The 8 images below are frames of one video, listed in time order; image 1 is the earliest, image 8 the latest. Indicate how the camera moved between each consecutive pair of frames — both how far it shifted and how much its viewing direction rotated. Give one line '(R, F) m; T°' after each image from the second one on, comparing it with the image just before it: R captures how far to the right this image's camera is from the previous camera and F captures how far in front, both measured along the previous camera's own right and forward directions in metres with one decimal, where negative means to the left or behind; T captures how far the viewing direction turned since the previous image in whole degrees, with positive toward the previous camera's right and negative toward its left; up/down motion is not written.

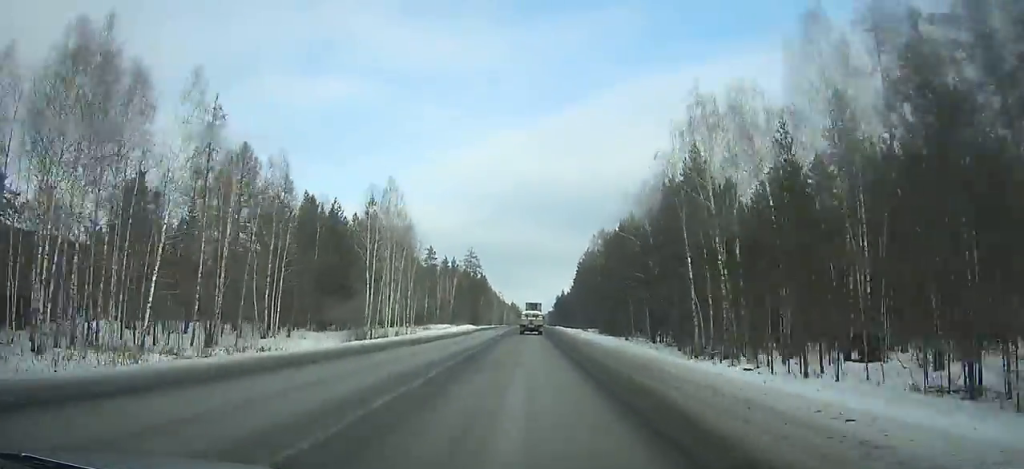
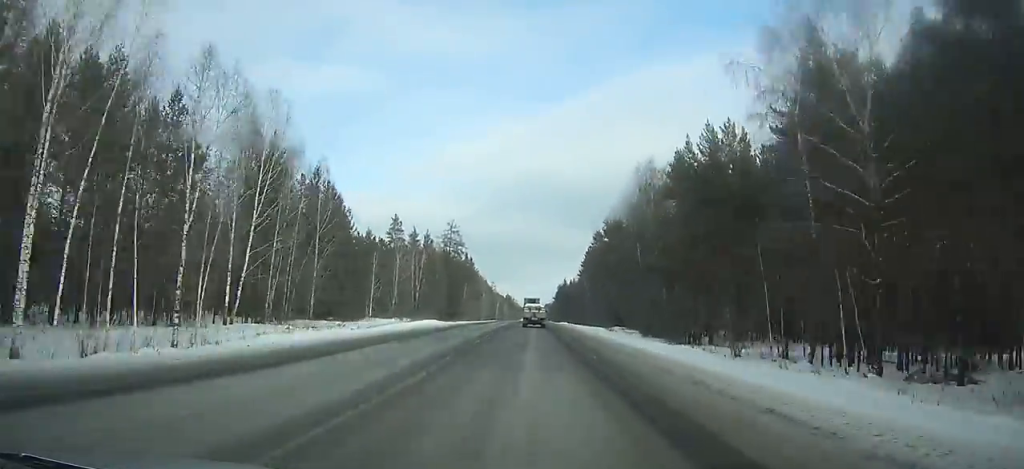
(+0.1, +48.5) m; 0°
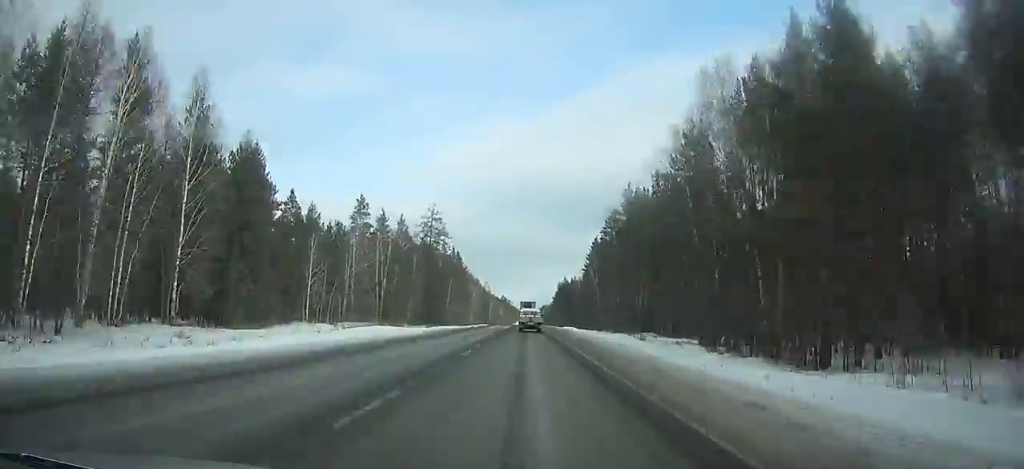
(0.0, +28.9) m; 0°
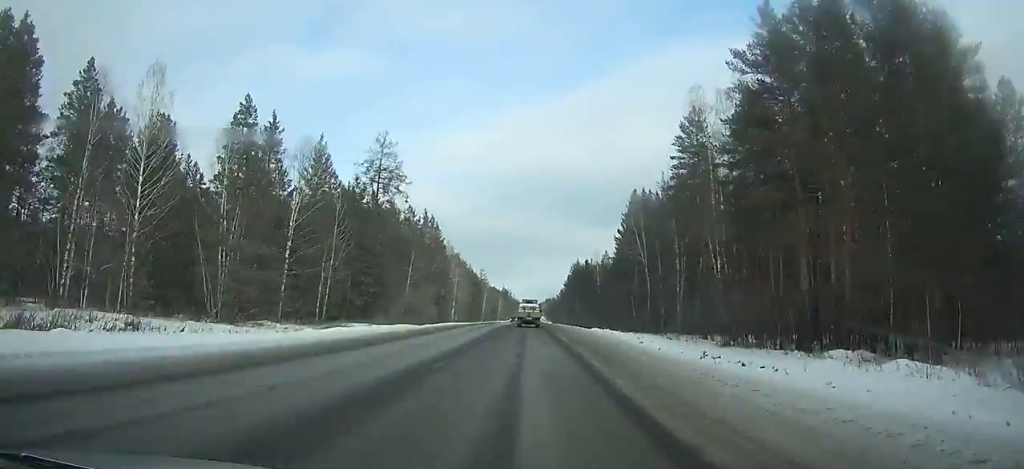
(+0.1, +53.9) m; 0°
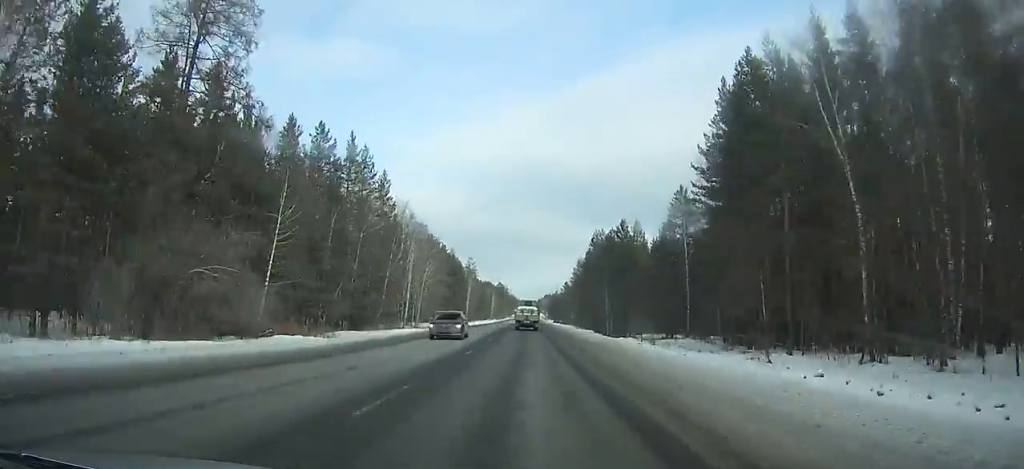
(+0.4, +52.4) m; 0°
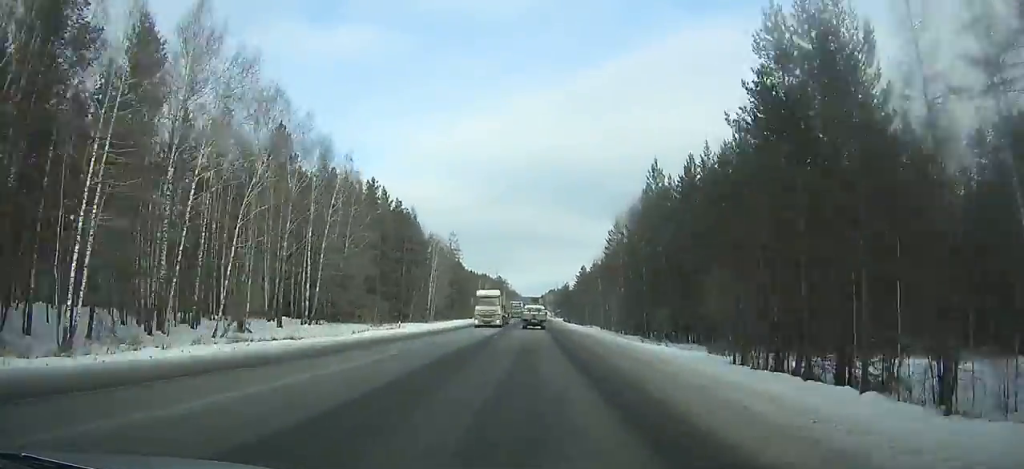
(+0.2, +71.4) m; 0°
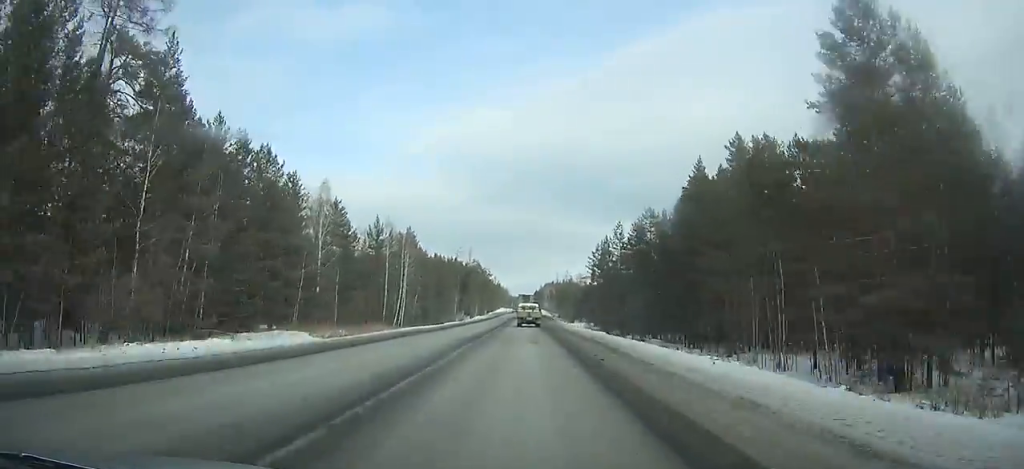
(-0.1, +160.5) m; 0°
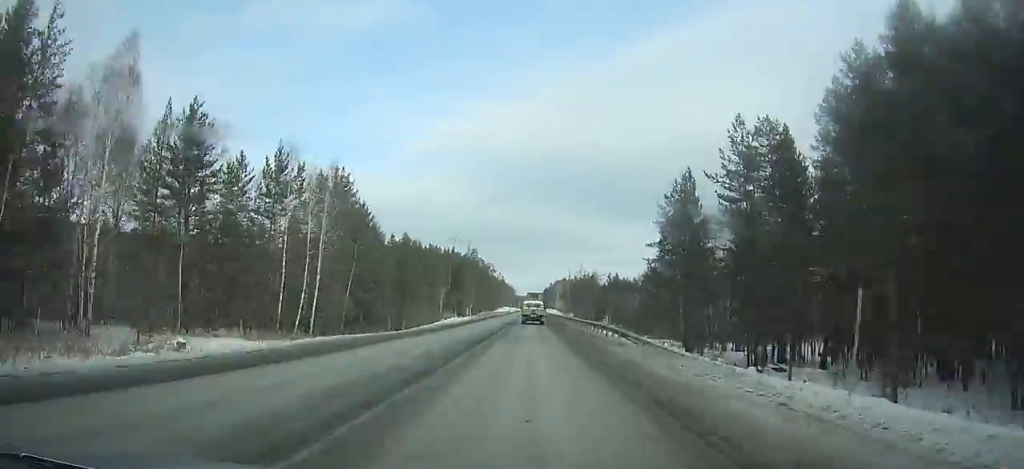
(0.0, +48.5) m; 0°
